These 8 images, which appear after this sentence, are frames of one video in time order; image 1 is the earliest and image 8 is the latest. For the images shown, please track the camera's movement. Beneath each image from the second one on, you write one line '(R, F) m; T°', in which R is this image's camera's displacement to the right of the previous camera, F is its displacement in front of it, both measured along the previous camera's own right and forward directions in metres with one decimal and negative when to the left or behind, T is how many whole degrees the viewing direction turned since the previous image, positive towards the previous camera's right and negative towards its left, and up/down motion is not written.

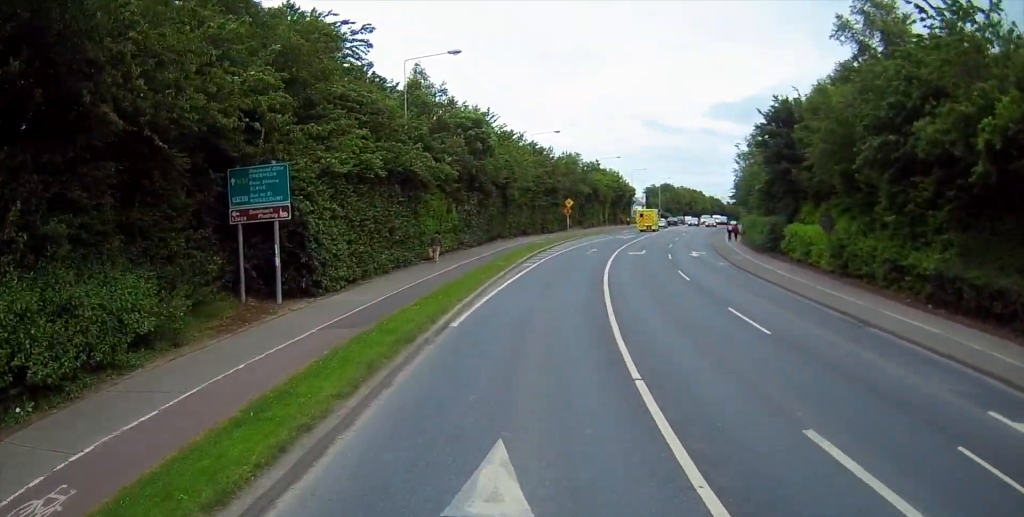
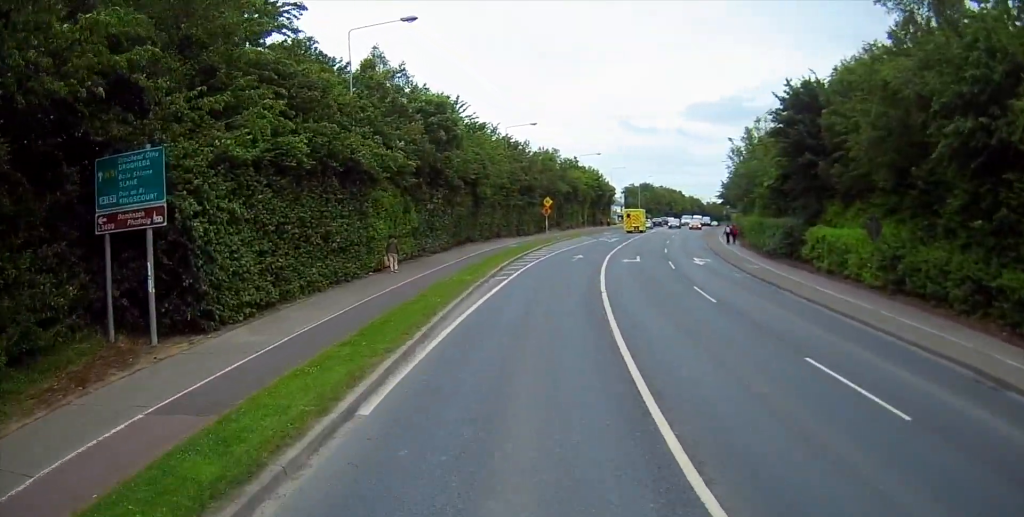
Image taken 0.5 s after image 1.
(0.0, +7.0) m; +2°
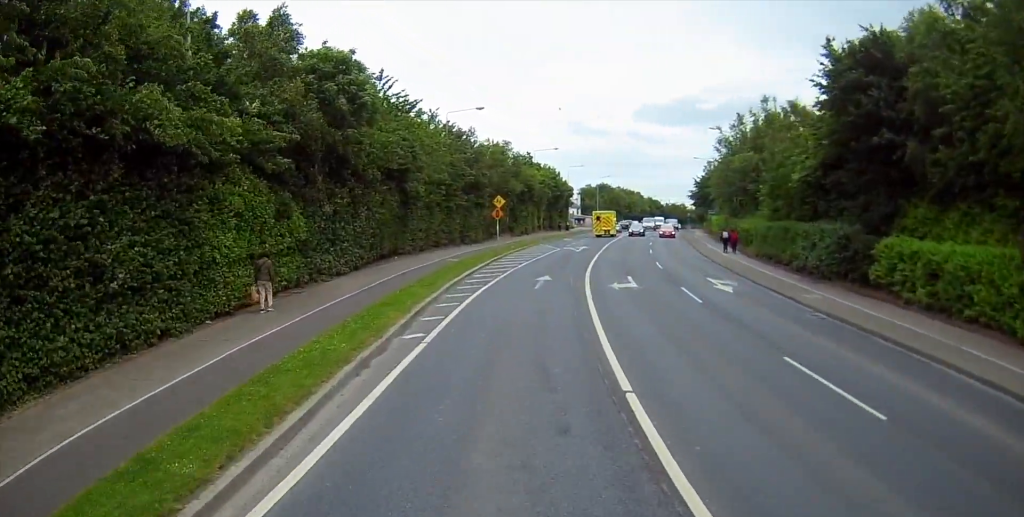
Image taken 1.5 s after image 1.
(+0.5, +12.4) m; +4°
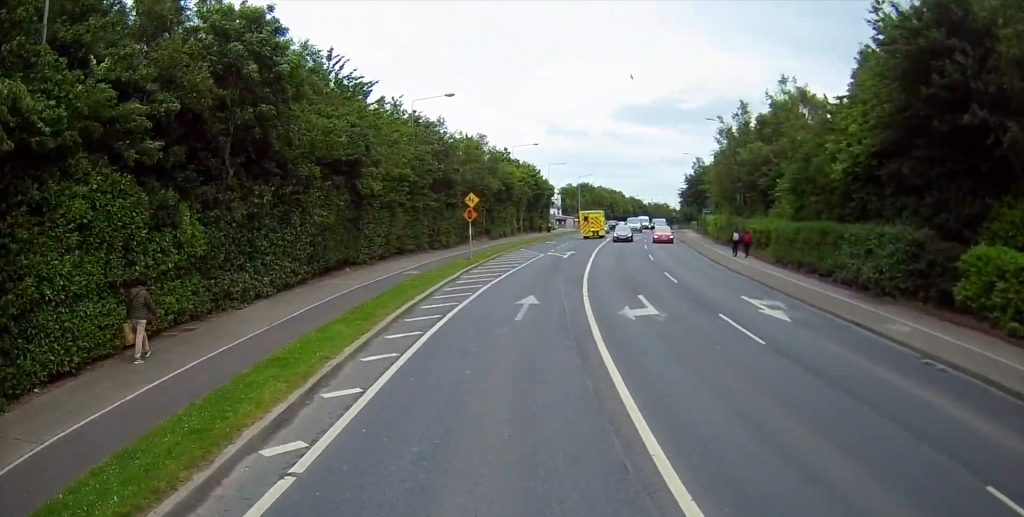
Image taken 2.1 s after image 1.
(+0.1, +7.1) m; +2°
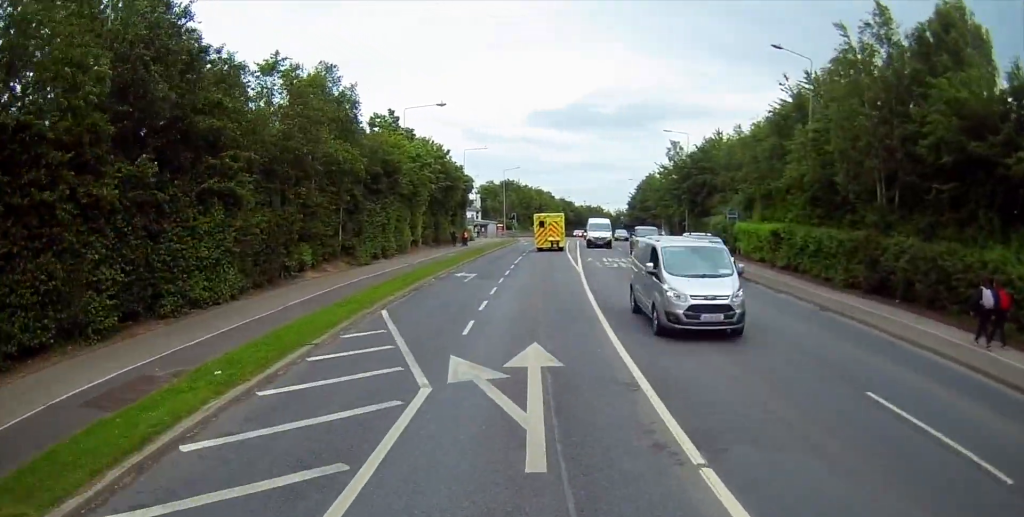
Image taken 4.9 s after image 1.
(+2.1, +33.2) m; +9°
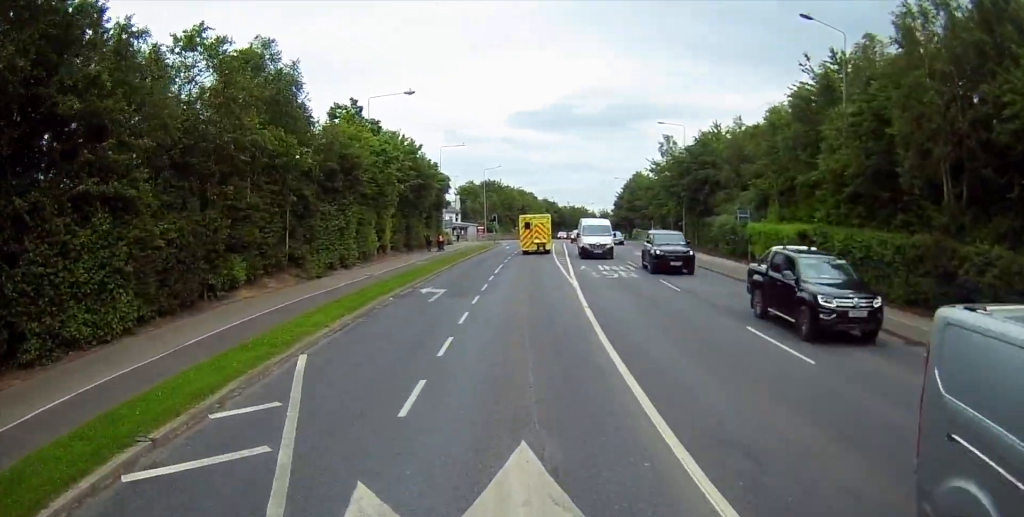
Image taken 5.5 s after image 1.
(+0.2, +6.1) m; +2°
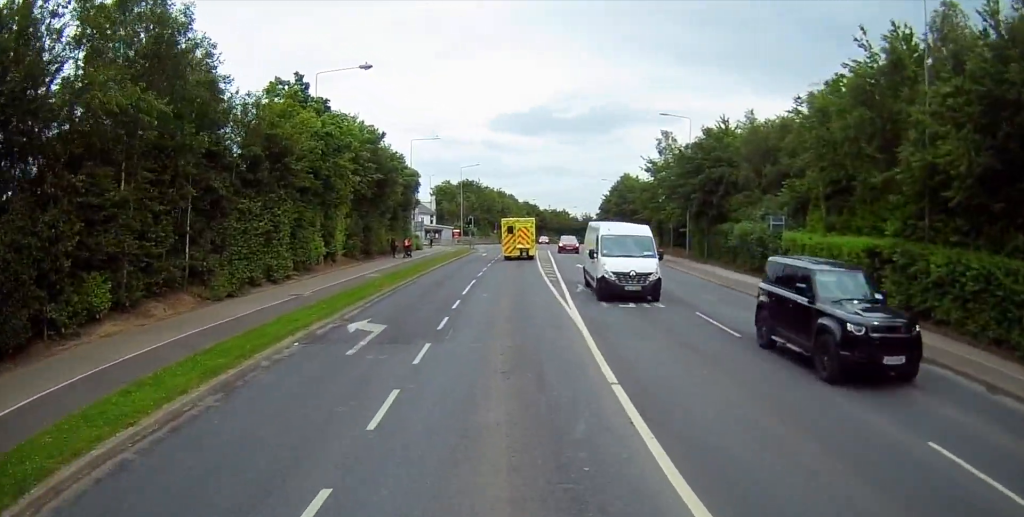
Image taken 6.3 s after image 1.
(+0.1, +8.3) m; -1°
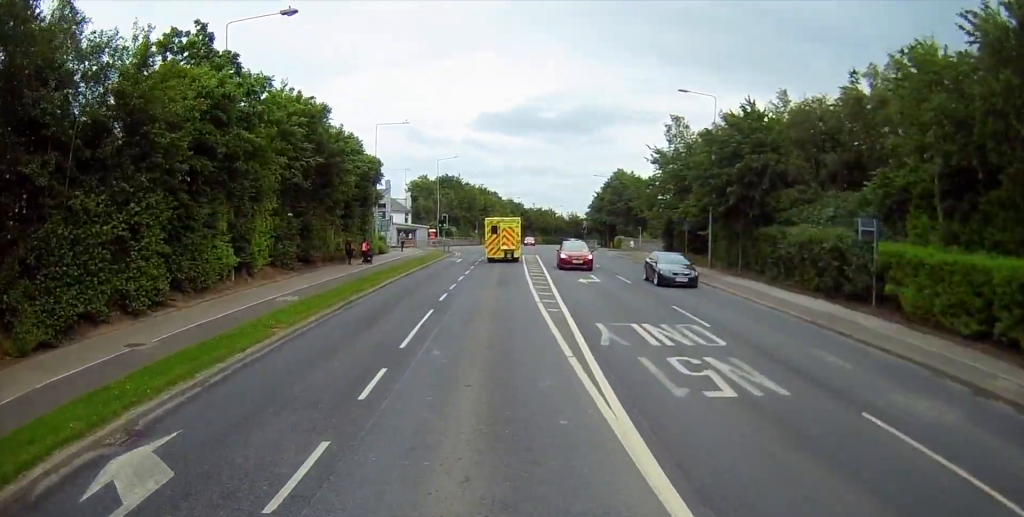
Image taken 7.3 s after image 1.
(-0.2, +10.3) m; +2°
